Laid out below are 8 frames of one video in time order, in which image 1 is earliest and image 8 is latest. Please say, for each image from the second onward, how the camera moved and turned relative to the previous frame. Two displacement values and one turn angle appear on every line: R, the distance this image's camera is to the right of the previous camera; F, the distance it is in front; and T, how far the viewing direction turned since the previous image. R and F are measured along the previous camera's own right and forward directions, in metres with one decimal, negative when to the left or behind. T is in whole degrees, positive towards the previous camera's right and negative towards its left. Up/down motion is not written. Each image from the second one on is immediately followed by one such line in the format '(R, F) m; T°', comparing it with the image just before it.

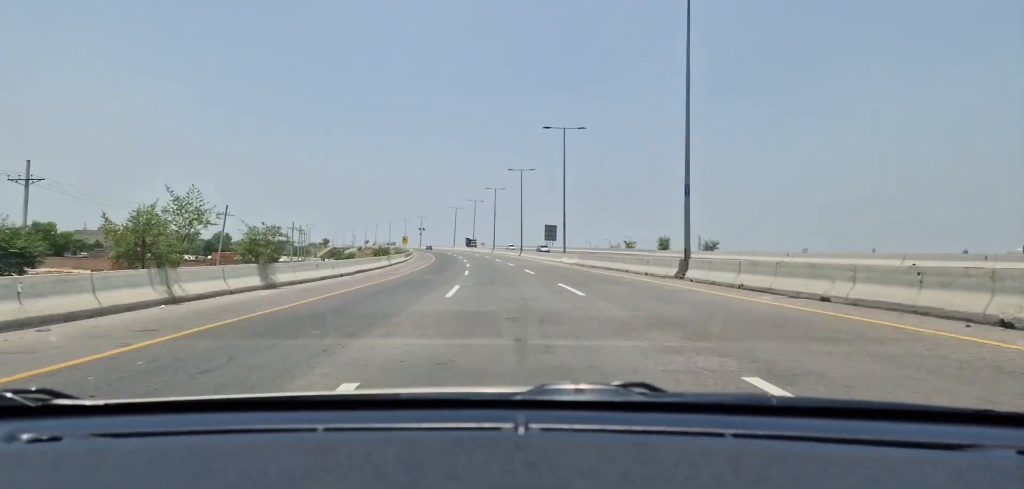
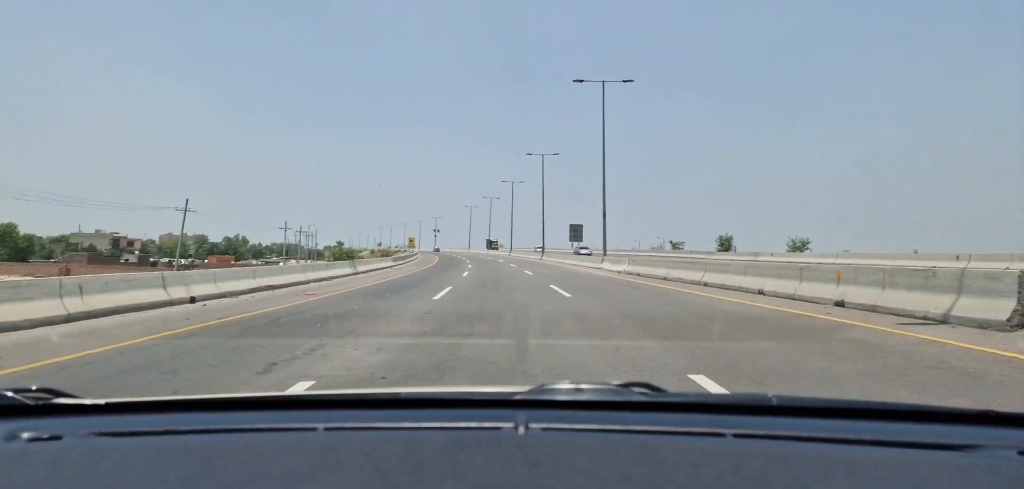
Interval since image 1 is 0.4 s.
(-0.7, +18.6) m; -2°
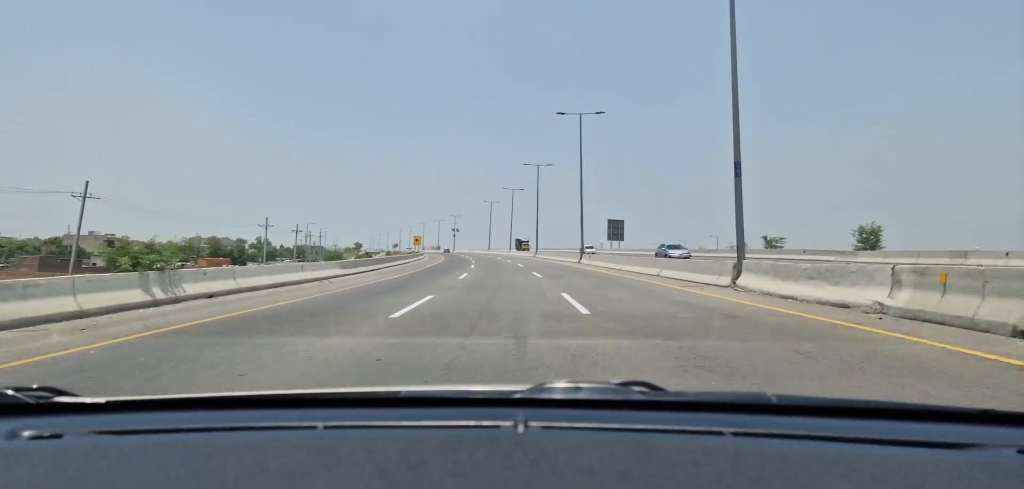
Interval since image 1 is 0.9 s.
(-0.4, +23.9) m; -2°
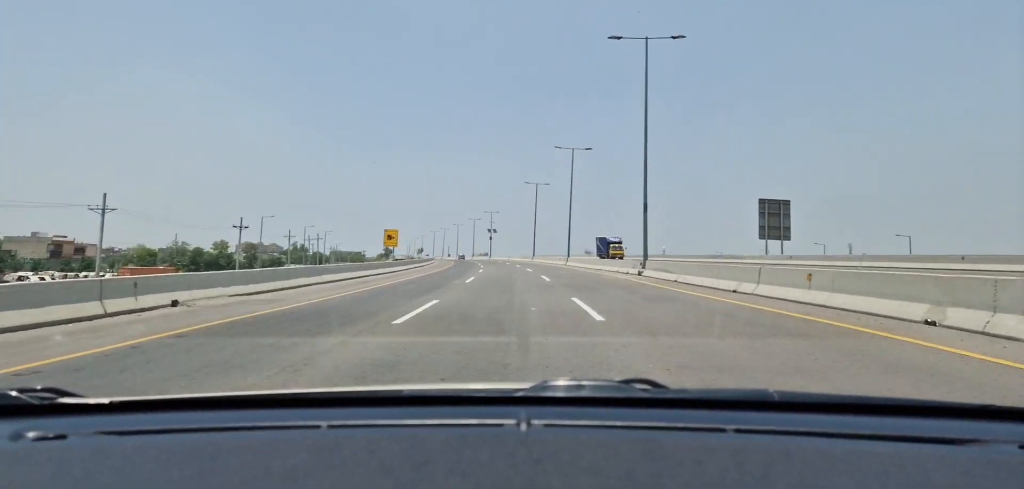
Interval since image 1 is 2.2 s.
(-2.2, +55.0) m; -4°
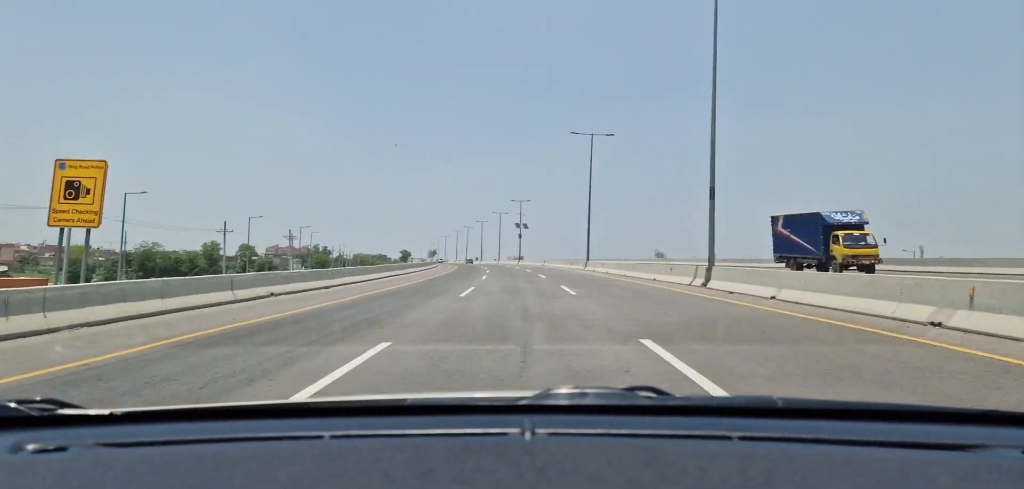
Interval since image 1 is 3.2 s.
(-1.2, +43.7) m; -3°
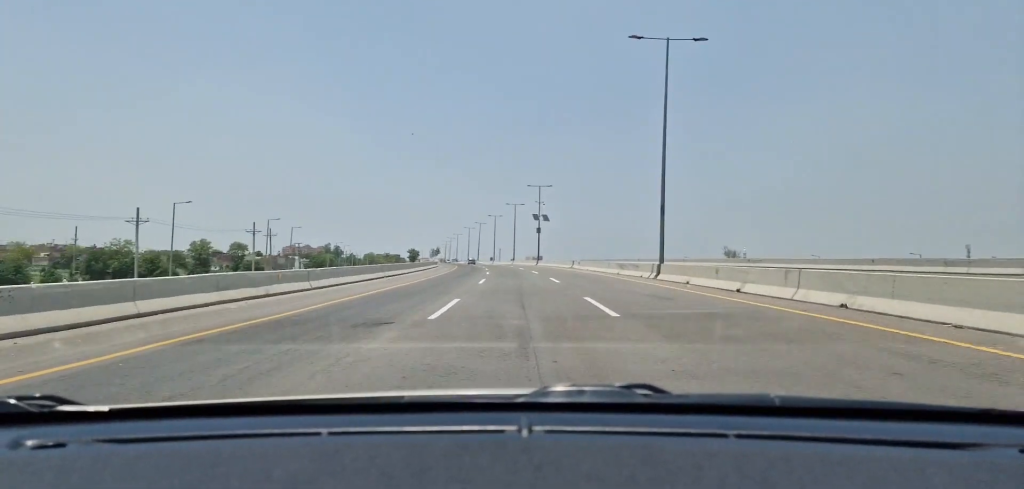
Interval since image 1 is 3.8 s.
(-0.2, +27.2) m; -2°
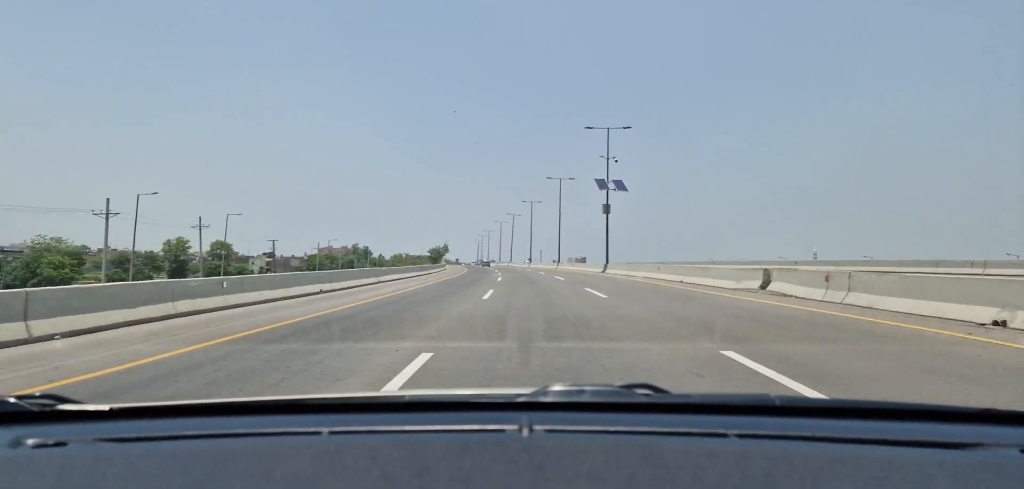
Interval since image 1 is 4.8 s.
(-1.7, +46.0) m; -3°
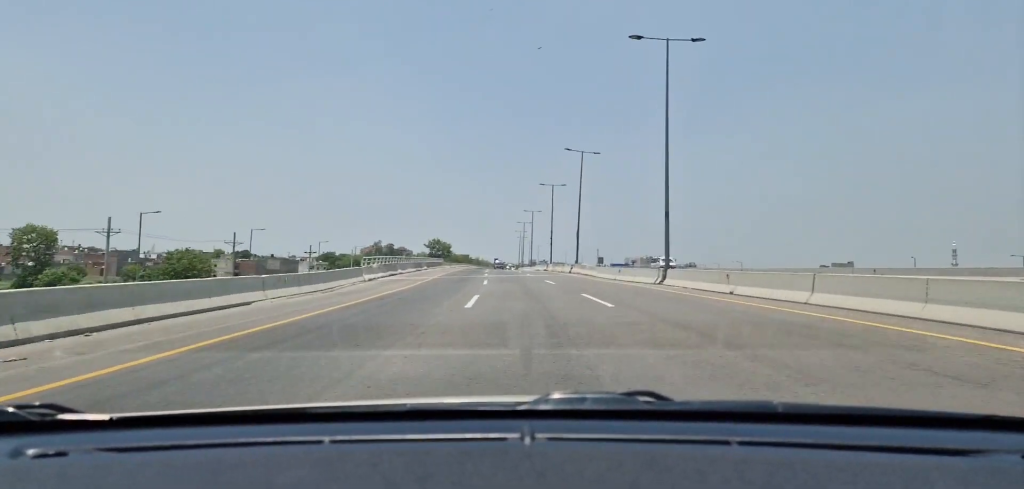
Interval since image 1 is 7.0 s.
(-2.1, +93.0) m; -2°
